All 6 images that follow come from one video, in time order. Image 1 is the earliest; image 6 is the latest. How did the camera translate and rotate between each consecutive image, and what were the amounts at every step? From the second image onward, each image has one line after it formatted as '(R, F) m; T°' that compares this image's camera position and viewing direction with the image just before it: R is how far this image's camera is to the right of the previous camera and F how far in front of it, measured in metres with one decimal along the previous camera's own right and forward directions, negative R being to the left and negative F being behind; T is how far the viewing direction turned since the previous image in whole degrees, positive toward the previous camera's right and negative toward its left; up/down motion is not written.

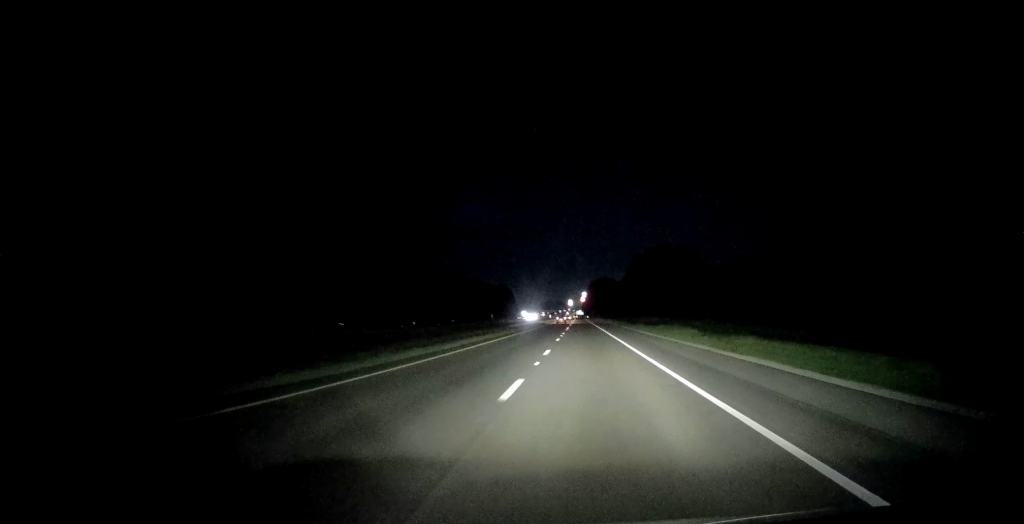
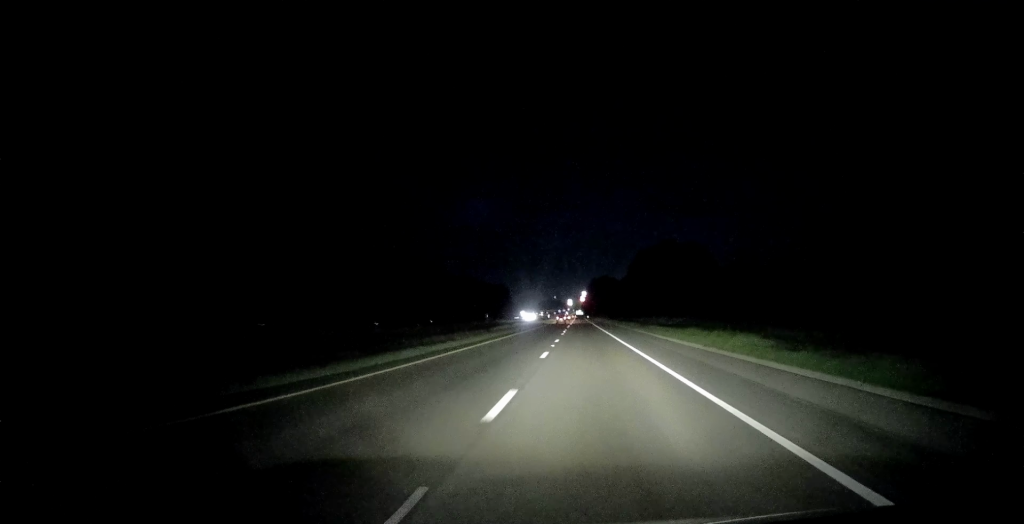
(0.0, +14.0) m; 0°
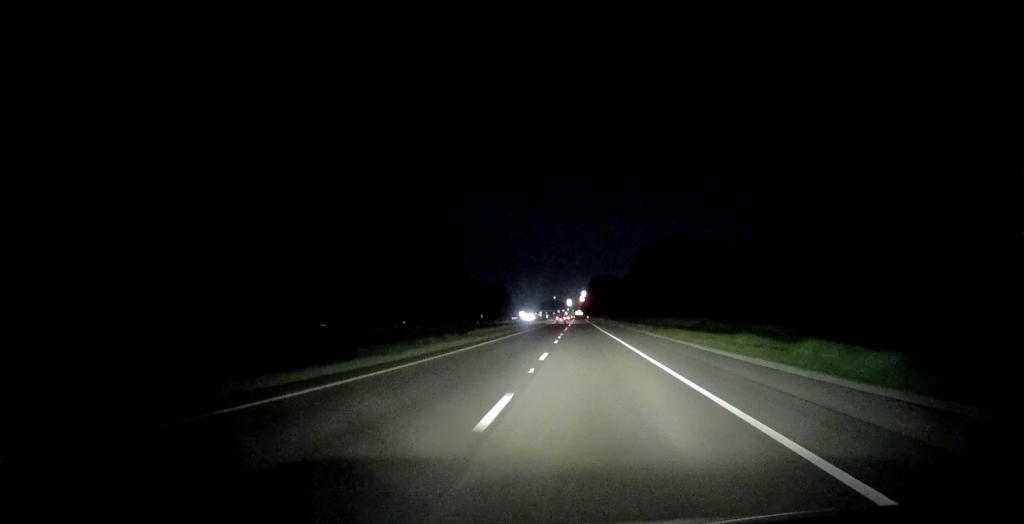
(+0.1, +12.9) m; 0°
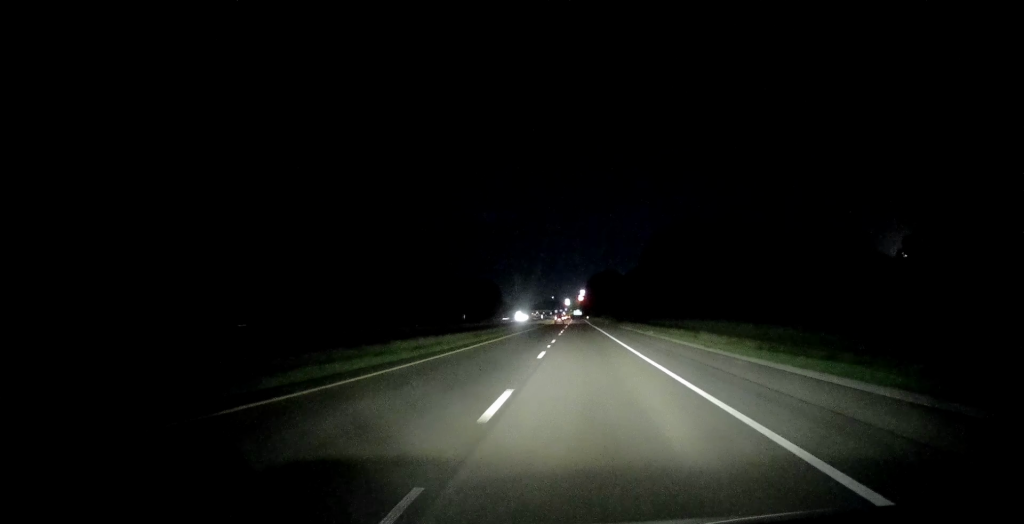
(+0.1, +35.6) m; 0°
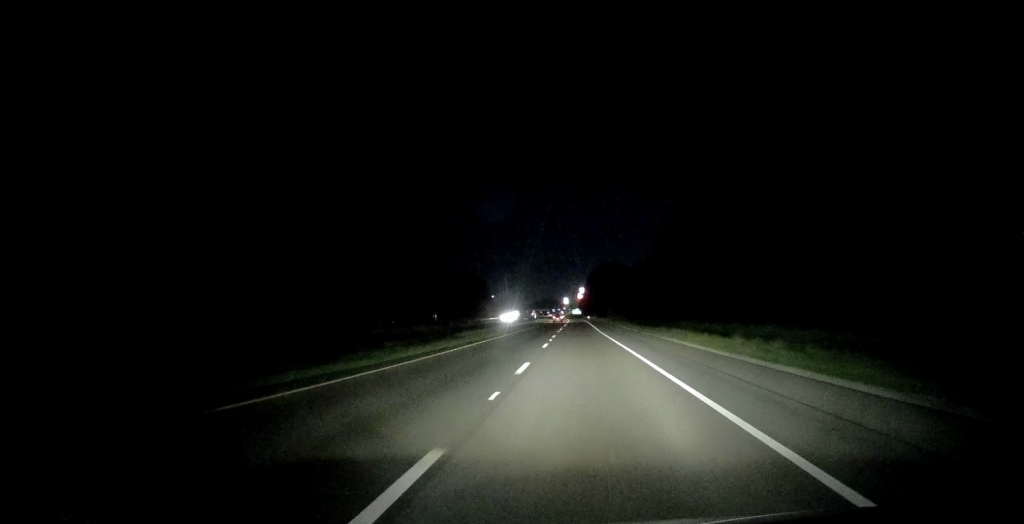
(-0.3, +41.9) m; 0°
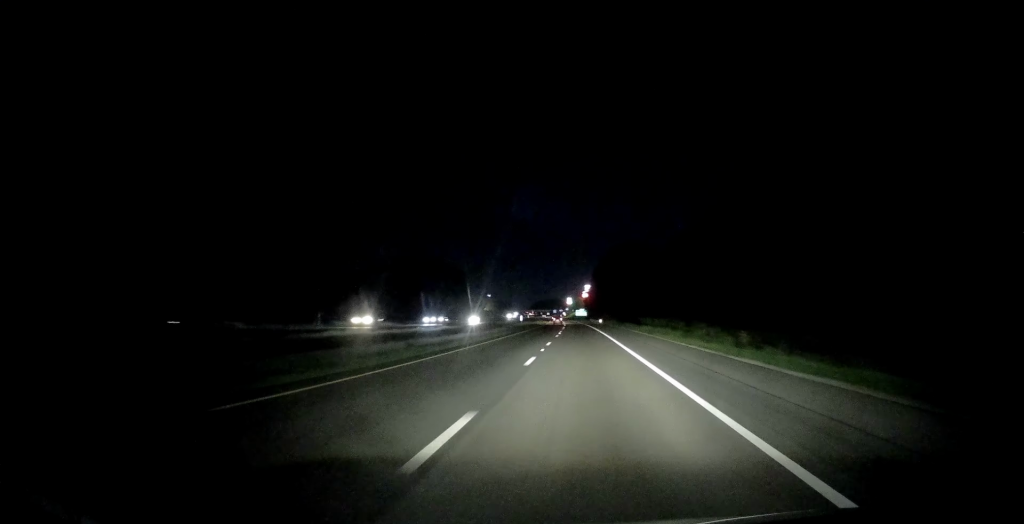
(+0.4, +82.0) m; 0°
